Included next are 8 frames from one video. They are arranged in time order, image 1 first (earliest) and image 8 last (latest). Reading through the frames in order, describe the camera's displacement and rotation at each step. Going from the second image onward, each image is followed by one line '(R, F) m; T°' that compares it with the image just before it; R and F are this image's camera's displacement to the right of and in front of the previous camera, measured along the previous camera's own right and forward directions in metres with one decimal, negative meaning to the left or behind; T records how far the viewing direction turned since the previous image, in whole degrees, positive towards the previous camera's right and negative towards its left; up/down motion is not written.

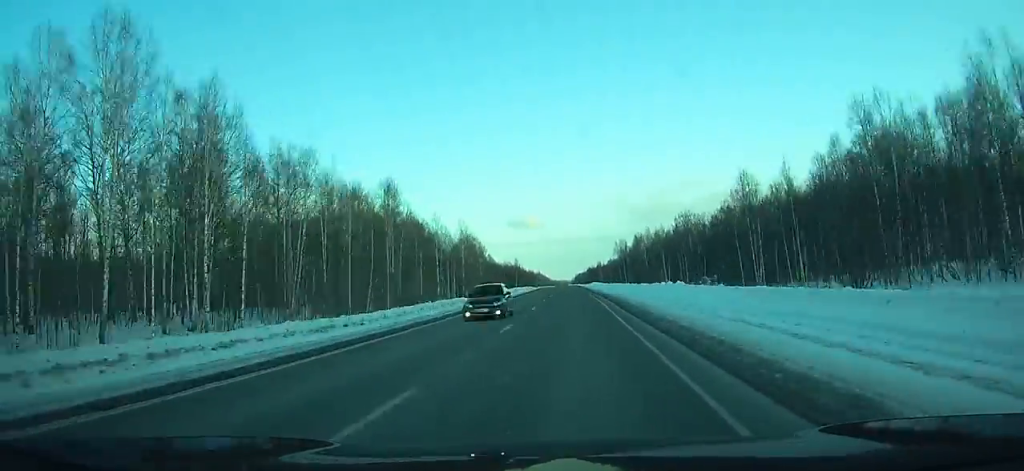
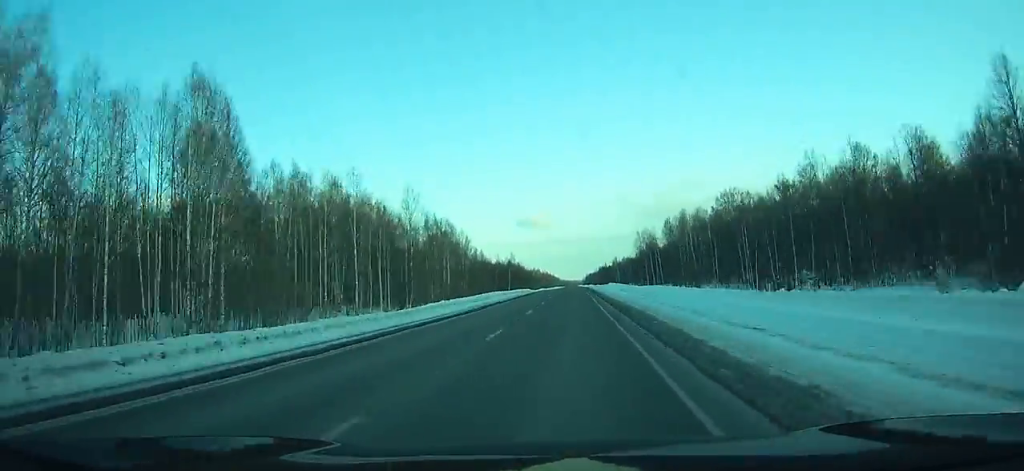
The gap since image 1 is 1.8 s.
(-0.3, +49.8) m; -1°
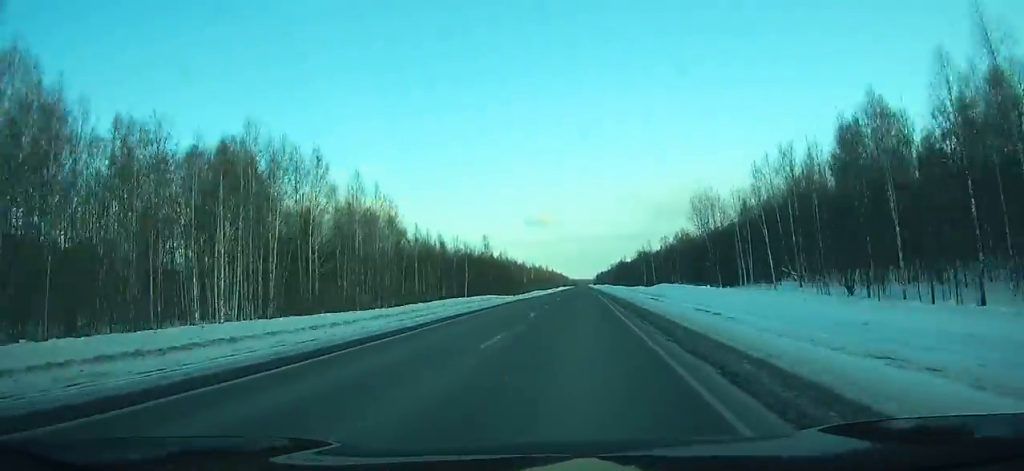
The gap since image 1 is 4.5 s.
(-1.3, +74.6) m; -1°
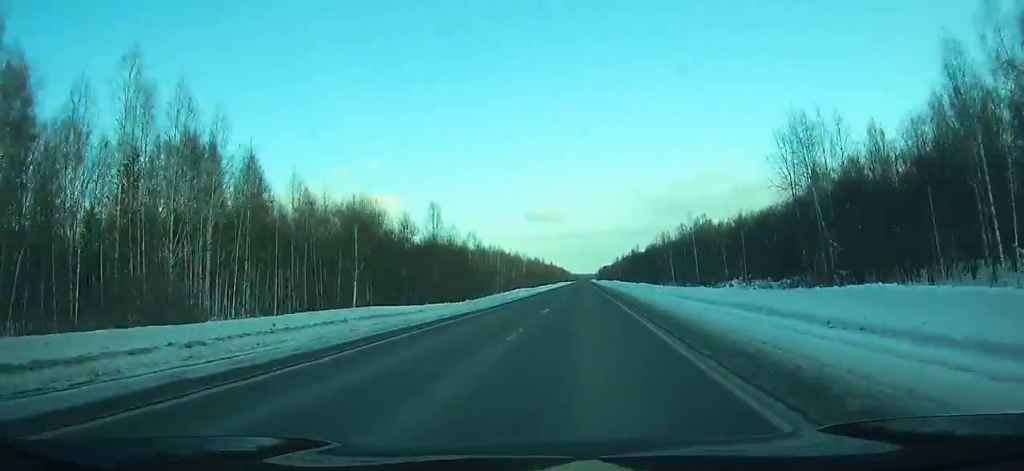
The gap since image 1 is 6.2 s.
(0.0, +46.8) m; 0°
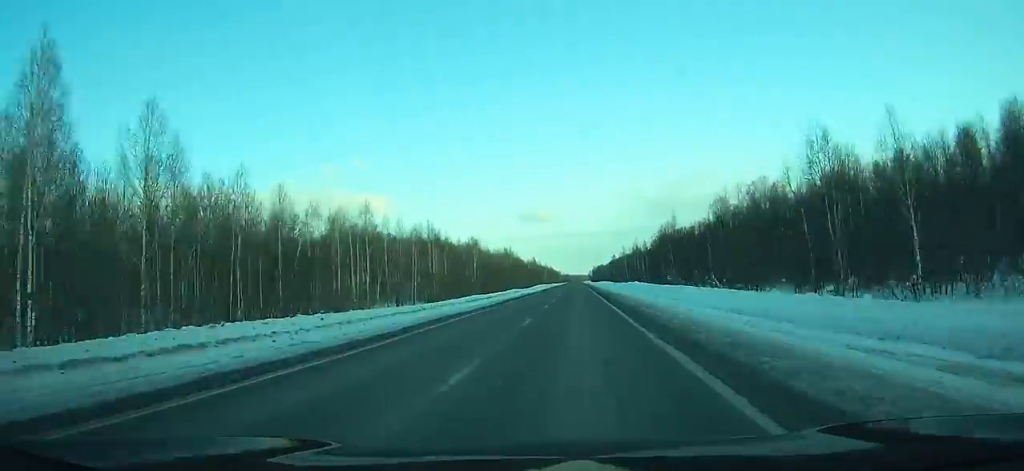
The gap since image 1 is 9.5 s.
(0.0, +90.4) m; 0°
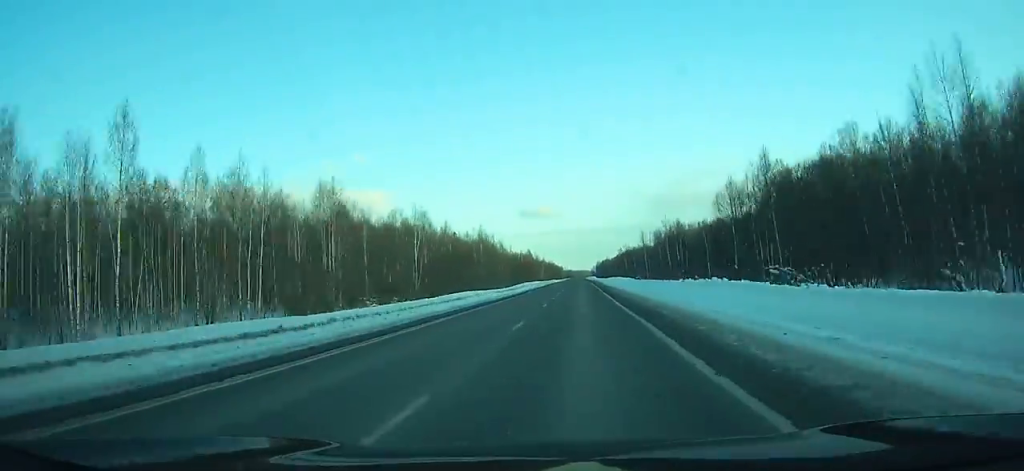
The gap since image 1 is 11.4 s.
(-0.2, +51.7) m; 0°
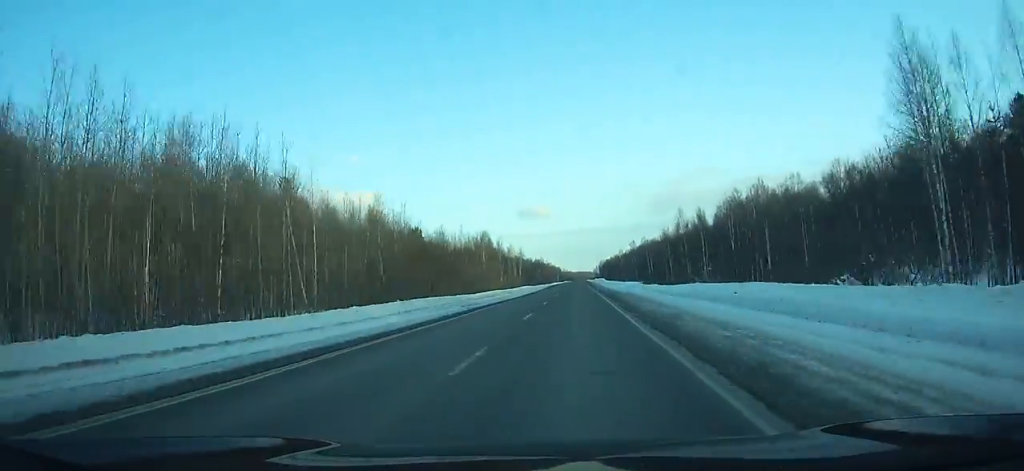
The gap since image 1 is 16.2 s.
(+1.2, +128.3) m; +1°
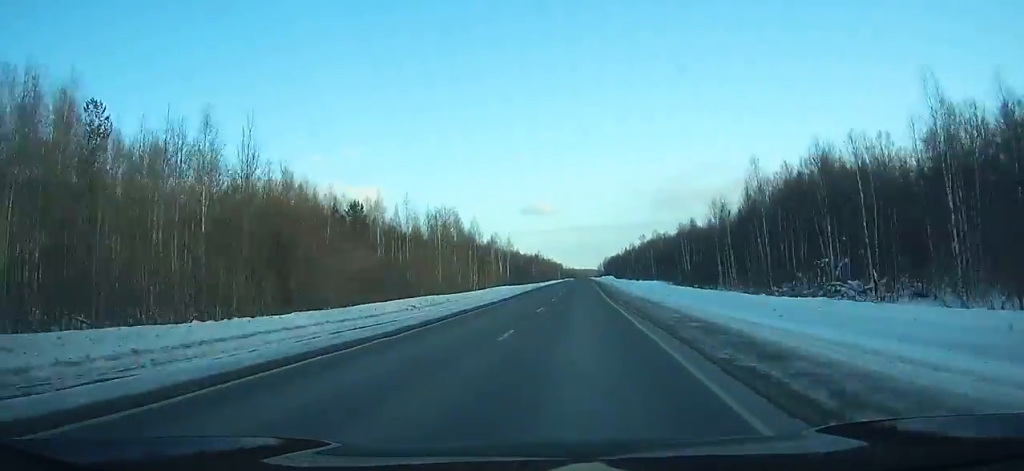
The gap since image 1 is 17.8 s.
(+0.1, +42.2) m; 0°
